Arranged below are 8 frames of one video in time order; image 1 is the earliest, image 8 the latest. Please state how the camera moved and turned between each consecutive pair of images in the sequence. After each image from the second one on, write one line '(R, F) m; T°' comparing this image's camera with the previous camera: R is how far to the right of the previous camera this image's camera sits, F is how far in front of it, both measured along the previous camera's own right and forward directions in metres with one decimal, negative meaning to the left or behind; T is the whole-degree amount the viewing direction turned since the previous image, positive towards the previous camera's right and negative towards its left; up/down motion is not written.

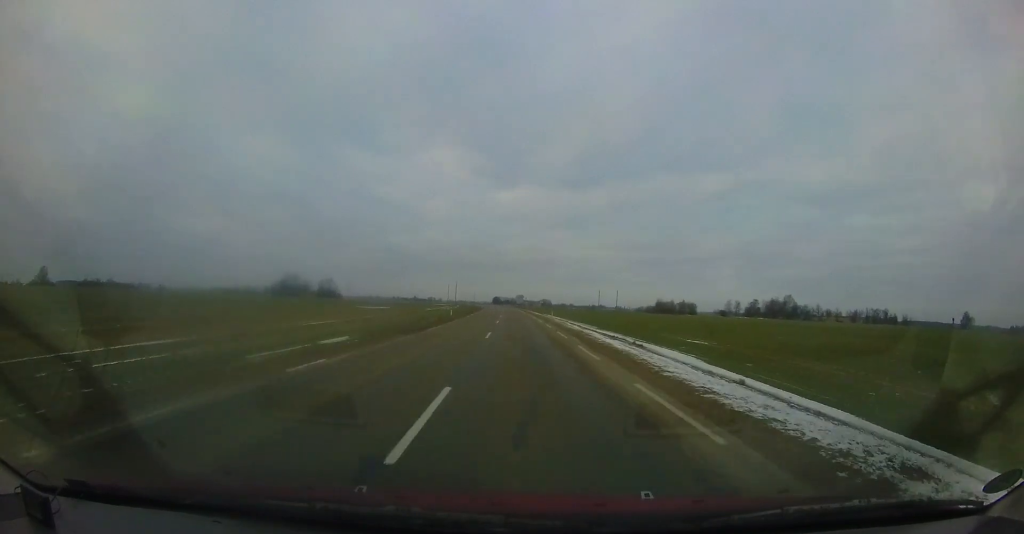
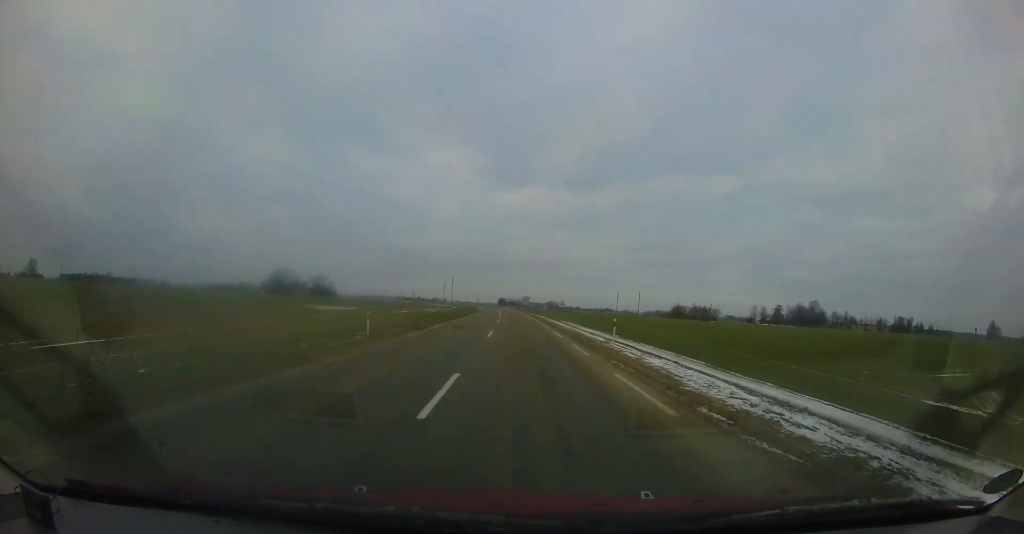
(0.0, +22.4) m; -1°
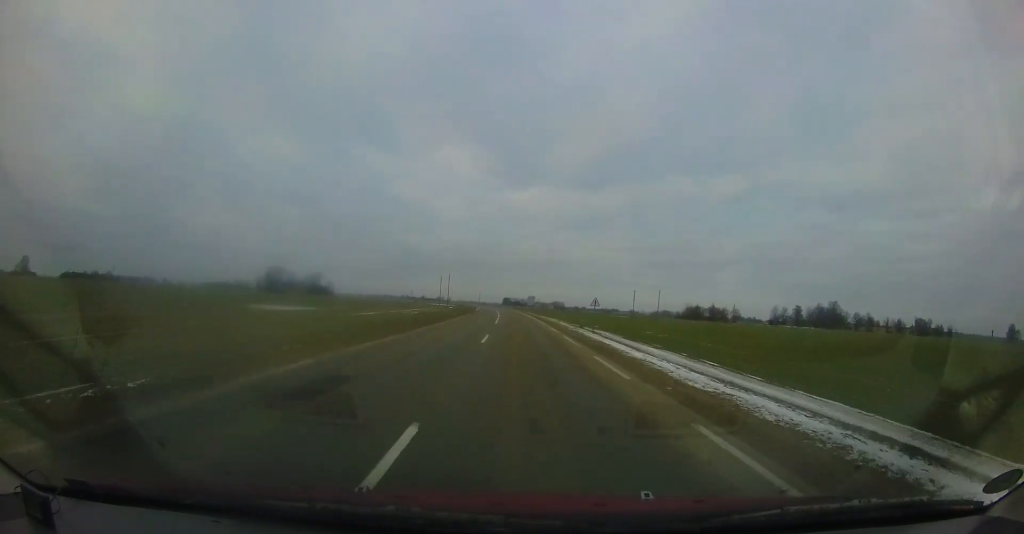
(-0.4, +15.4) m; -2°
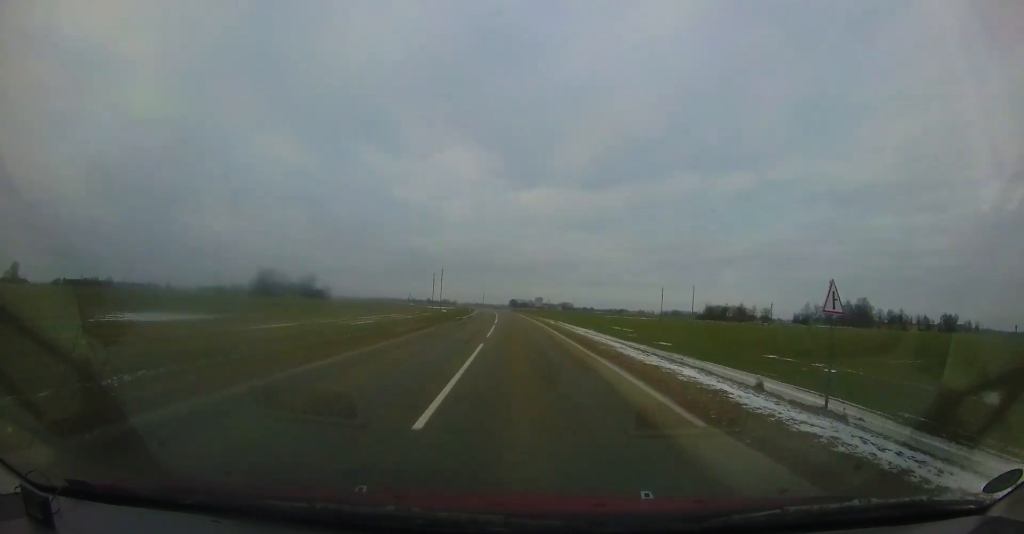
(-0.5, +20.6) m; -2°
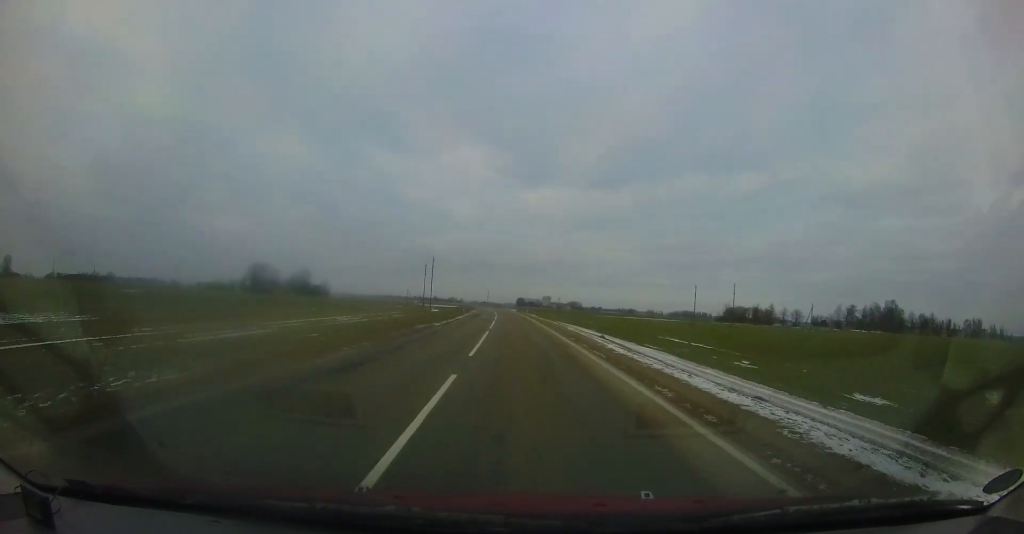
(-0.1, +17.8) m; -1°
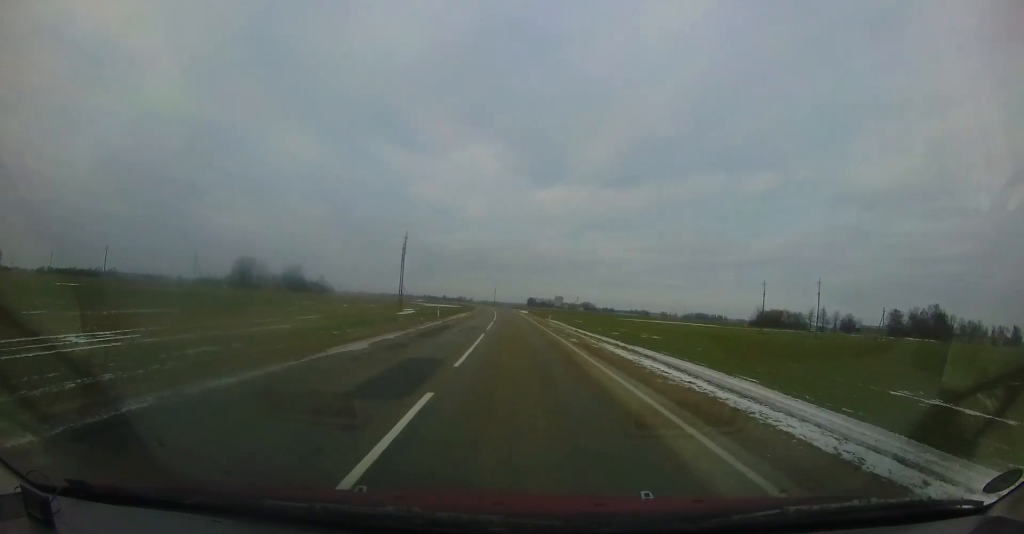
(-0.2, +25.6) m; -1°
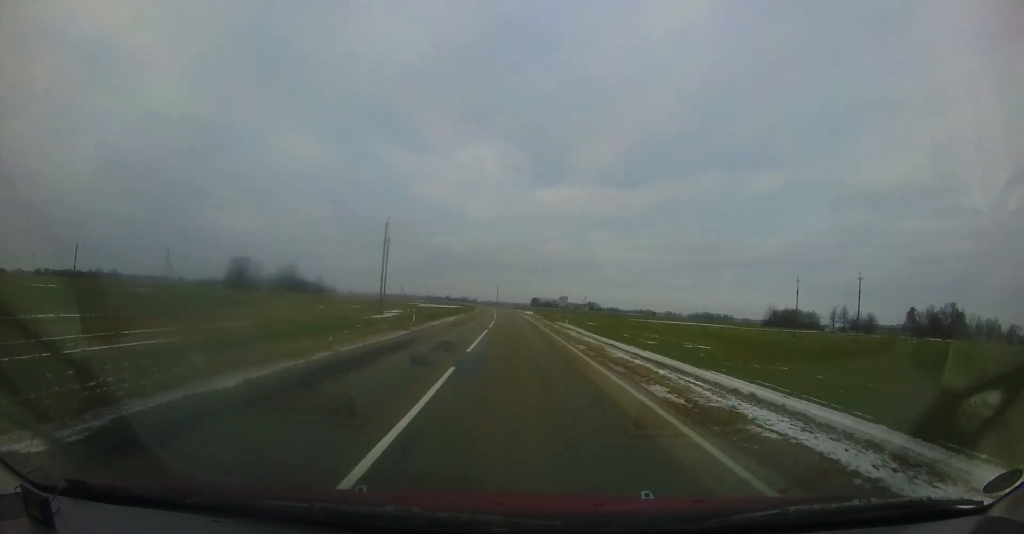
(-0.1, +9.1) m; -1°
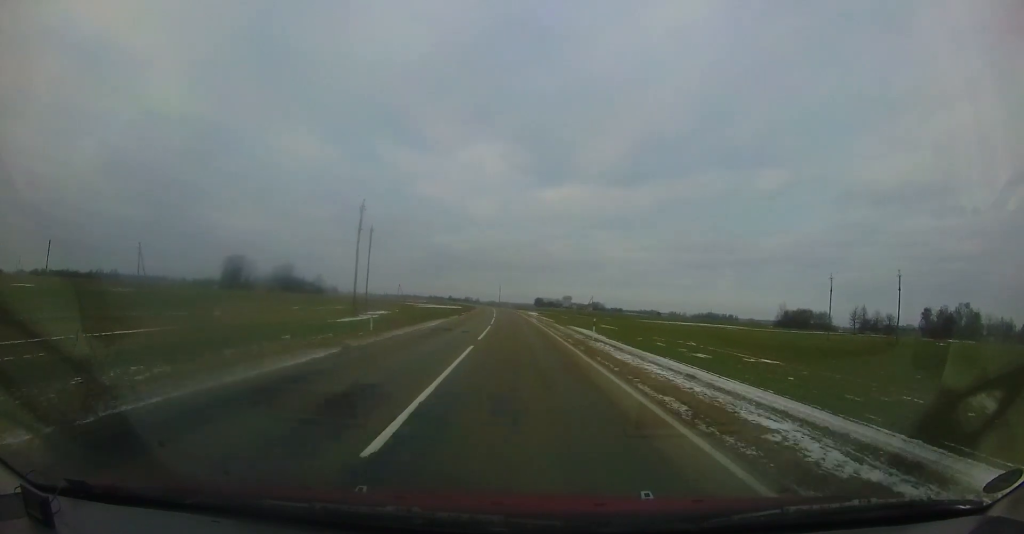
(0.0, +7.8) m; -1°
